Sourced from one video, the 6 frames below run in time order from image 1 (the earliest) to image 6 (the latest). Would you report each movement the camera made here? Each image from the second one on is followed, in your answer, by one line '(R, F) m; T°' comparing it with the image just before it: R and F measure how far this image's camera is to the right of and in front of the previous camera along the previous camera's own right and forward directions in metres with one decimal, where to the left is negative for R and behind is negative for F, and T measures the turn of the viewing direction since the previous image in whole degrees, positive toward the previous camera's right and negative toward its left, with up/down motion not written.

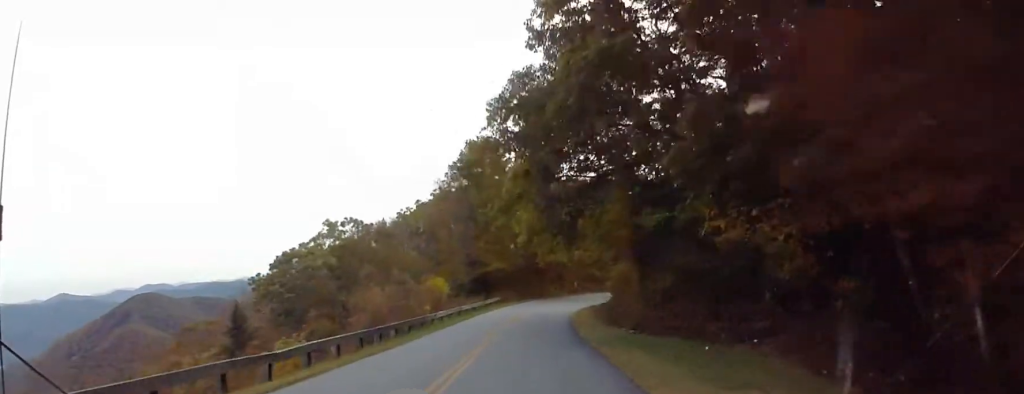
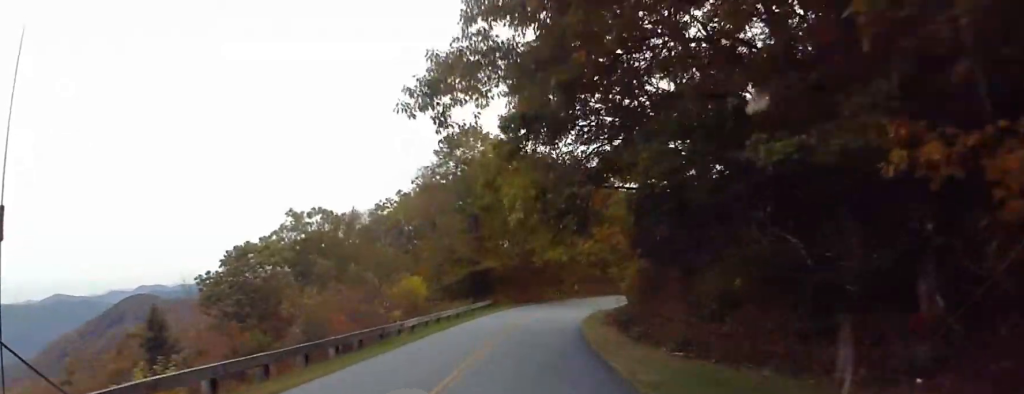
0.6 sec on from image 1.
(+0.1, +9.7) m; +2°
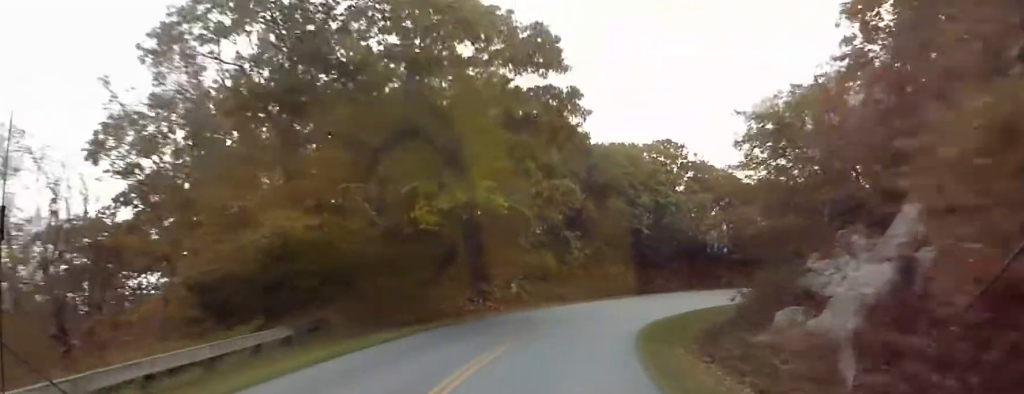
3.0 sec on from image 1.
(+3.8, +40.4) m; +10°
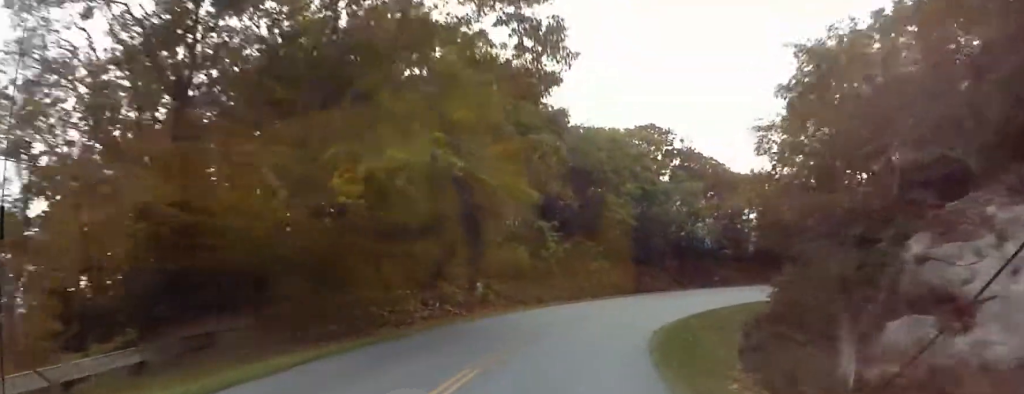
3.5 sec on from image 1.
(+0.1, +7.6) m; +2°
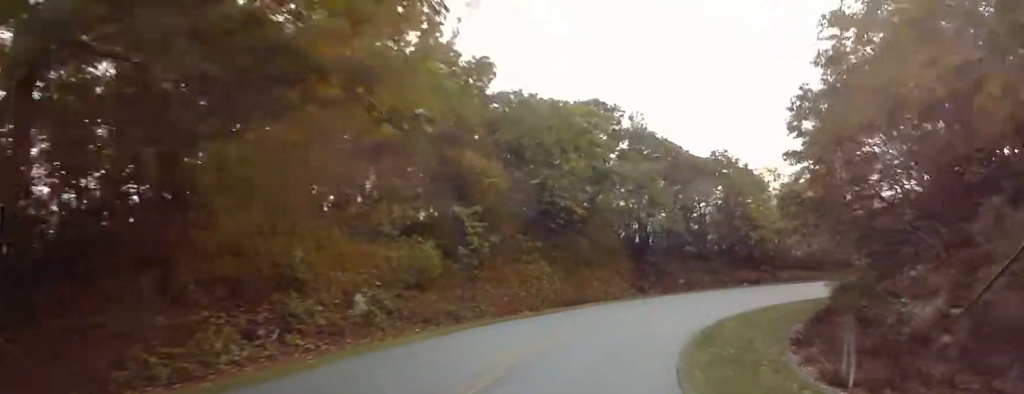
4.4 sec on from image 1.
(+0.7, +13.0) m; +6°
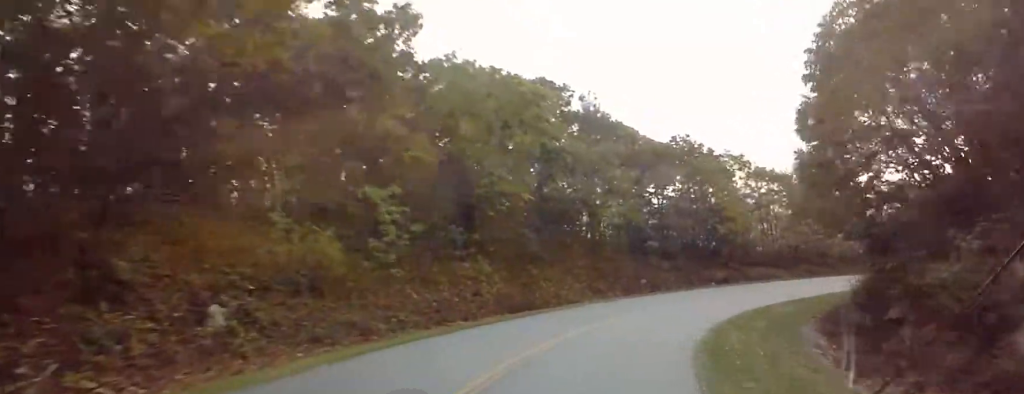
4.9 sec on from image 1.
(0.0, +7.2) m; +5°
